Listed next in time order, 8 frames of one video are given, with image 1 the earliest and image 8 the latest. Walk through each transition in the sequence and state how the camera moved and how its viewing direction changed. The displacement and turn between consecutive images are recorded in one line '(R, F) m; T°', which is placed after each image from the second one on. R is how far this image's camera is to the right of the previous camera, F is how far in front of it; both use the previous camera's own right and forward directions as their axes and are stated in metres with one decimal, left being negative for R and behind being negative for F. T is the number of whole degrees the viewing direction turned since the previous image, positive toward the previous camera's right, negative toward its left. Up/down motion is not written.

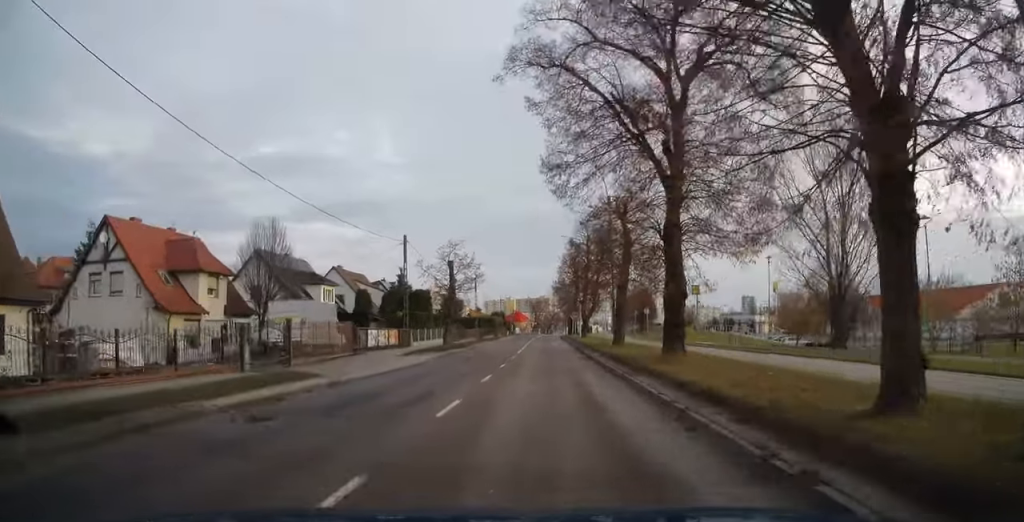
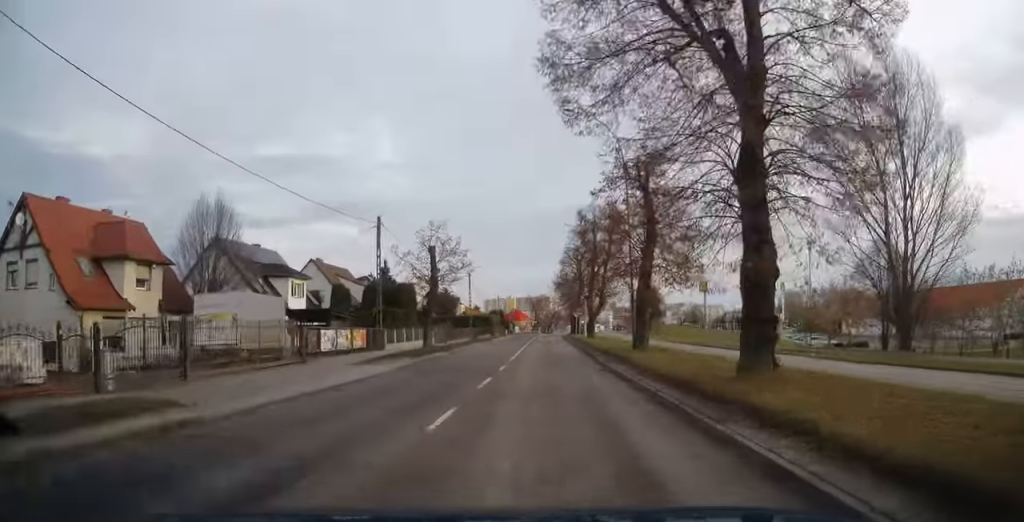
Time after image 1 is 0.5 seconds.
(0.0, +7.2) m; 0°
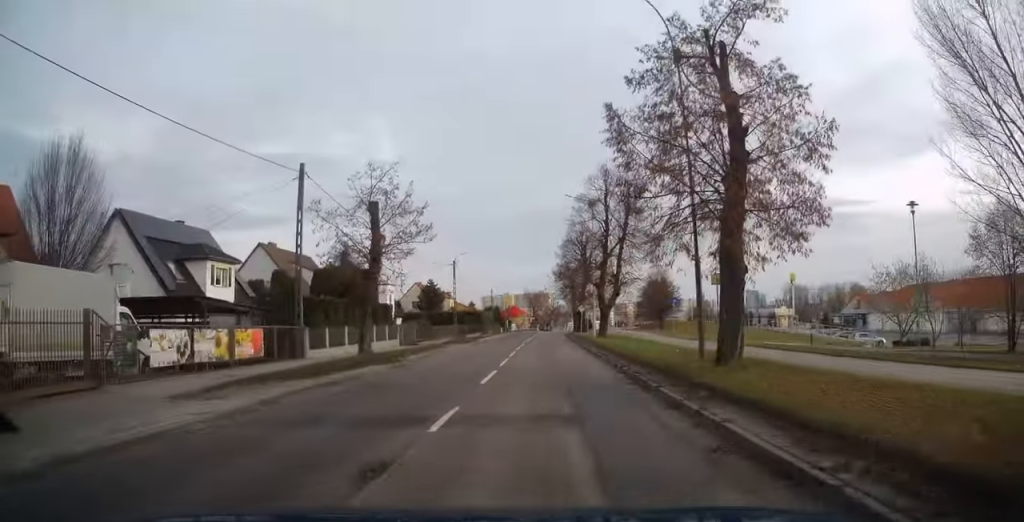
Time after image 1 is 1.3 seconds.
(-0.1, +11.9) m; 0°
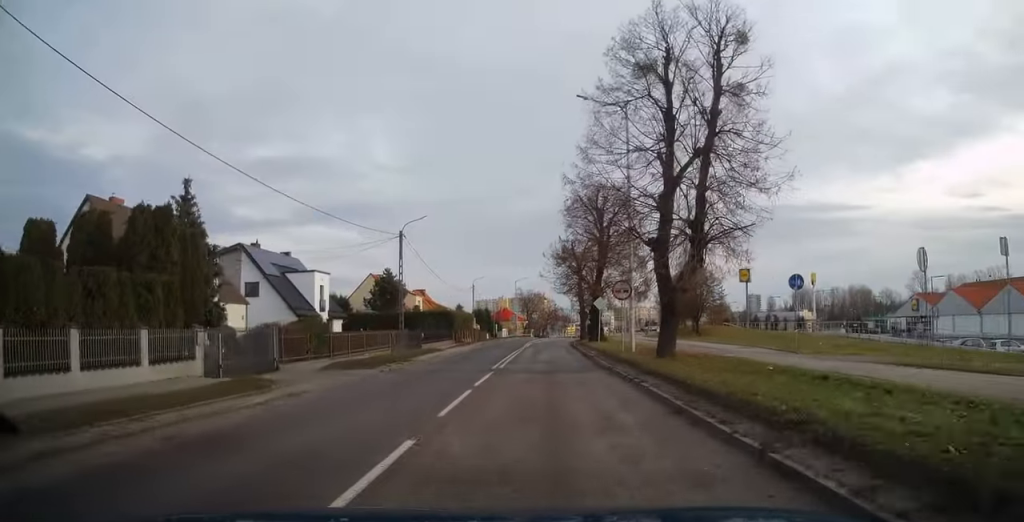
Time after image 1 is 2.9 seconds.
(0.0, +22.7) m; +1°
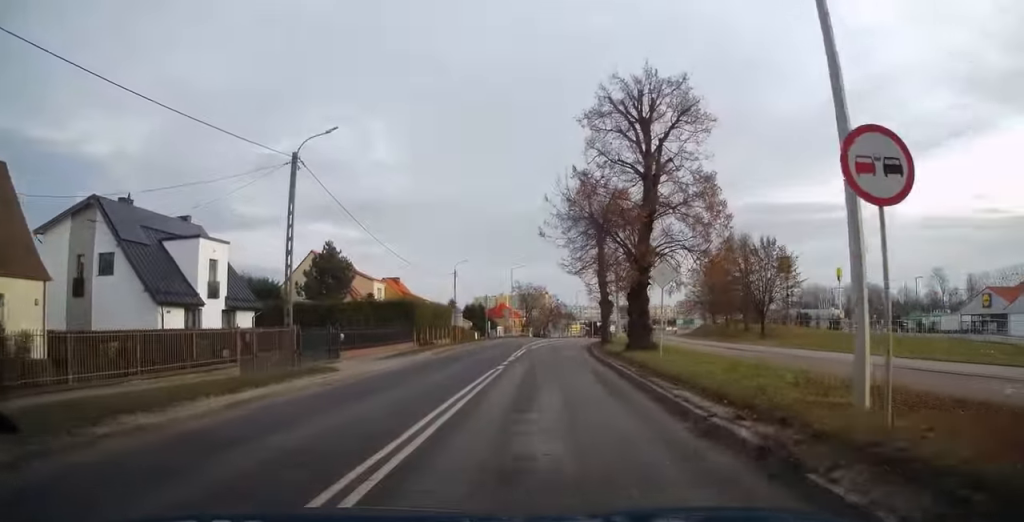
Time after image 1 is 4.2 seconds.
(+0.3, +19.1) m; 0°
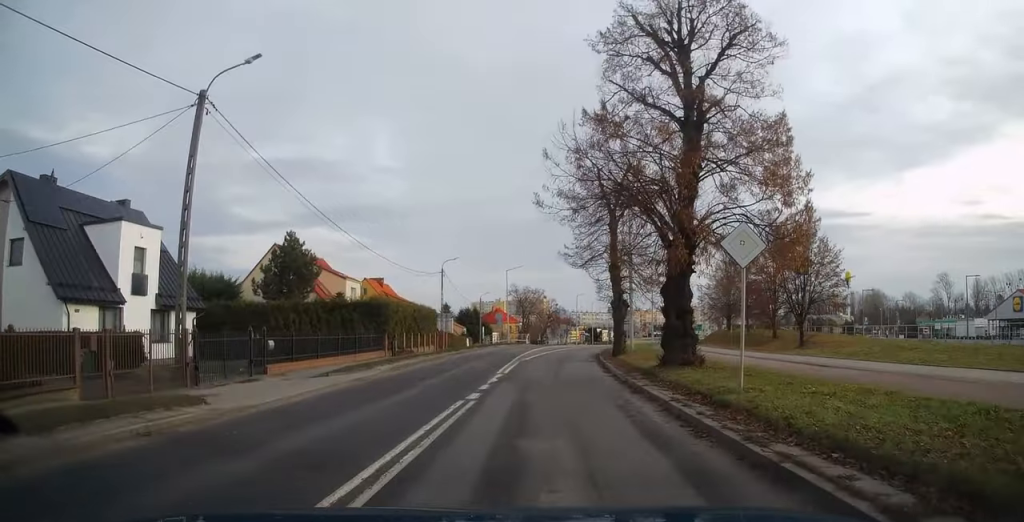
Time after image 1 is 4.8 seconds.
(0.0, +7.4) m; 0°
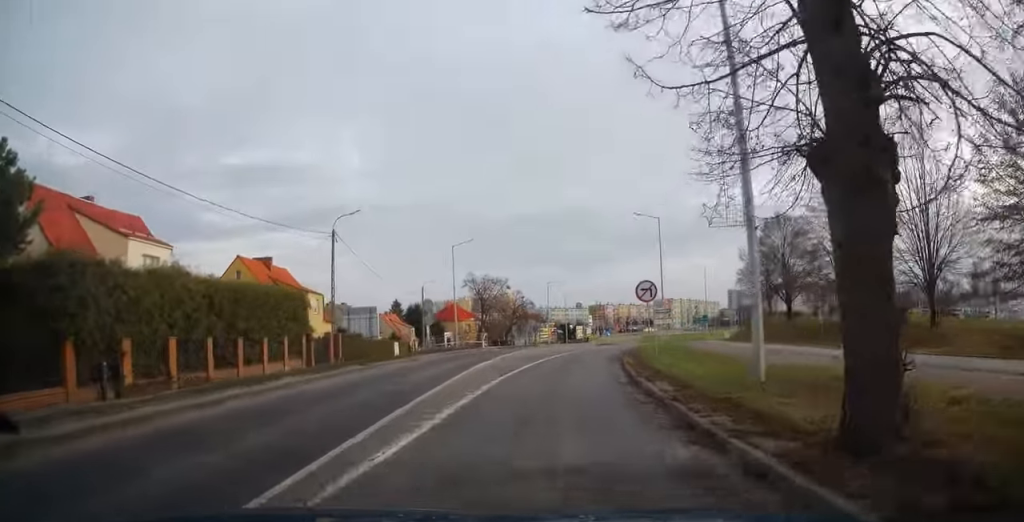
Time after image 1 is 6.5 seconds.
(+0.2, +24.1) m; +2°
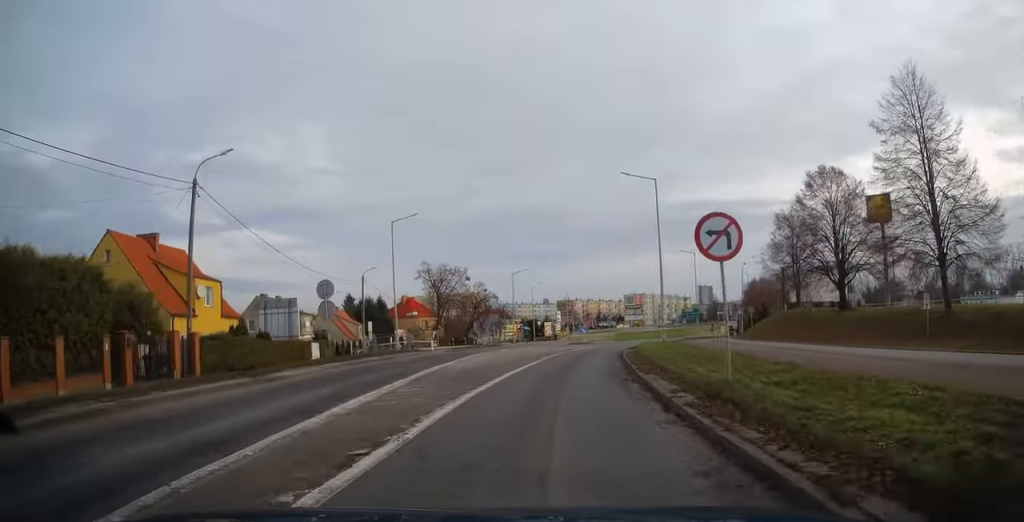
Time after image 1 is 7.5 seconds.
(-0.1, +12.8) m; +4°
